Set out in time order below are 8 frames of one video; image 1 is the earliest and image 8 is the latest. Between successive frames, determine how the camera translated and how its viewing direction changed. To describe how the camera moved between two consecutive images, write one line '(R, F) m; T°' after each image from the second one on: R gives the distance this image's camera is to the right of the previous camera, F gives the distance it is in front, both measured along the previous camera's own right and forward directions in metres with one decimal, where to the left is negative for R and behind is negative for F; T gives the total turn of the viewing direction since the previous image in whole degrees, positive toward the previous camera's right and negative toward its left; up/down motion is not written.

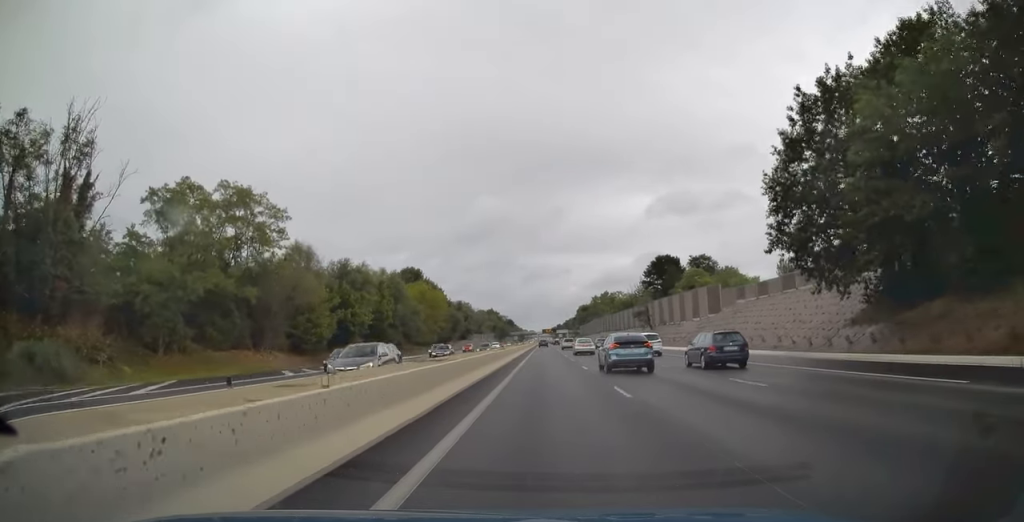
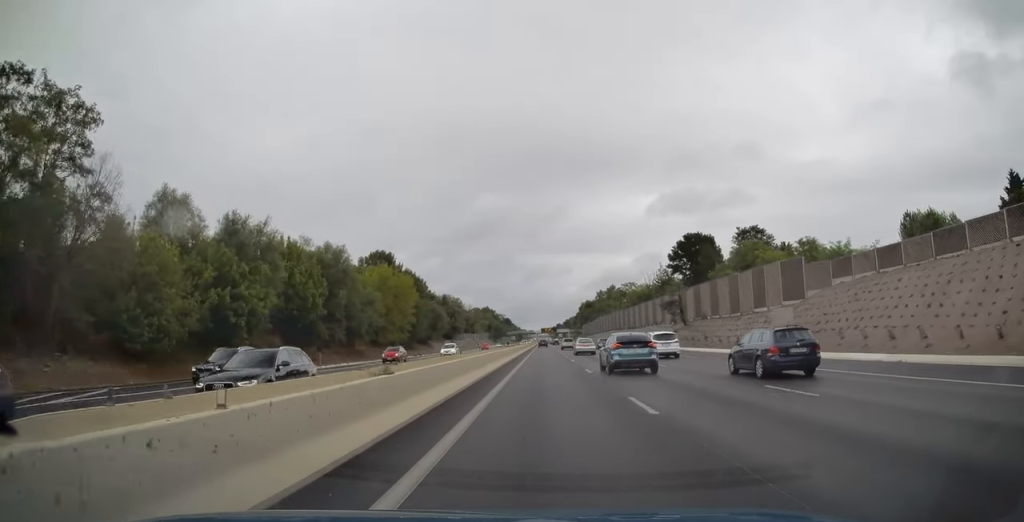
(+0.1, +29.3) m; +1°
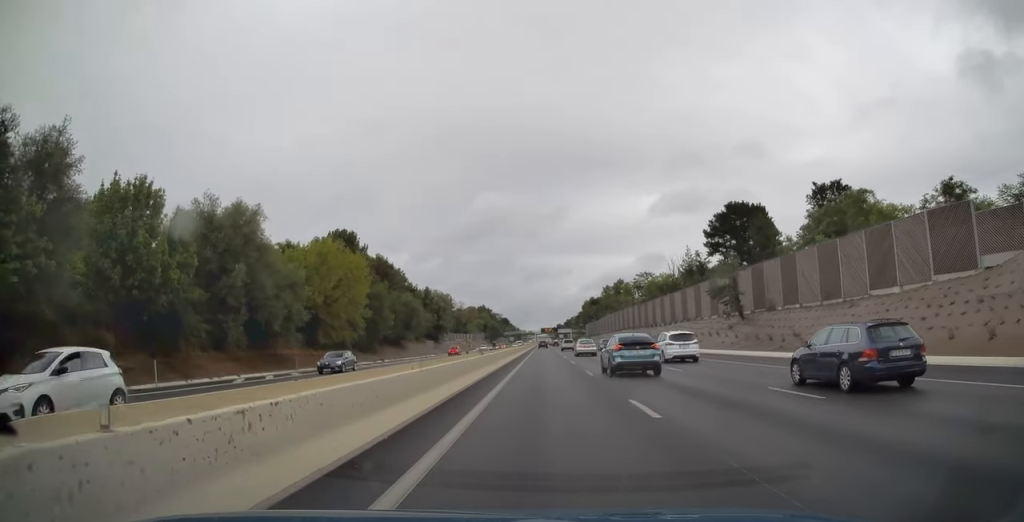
(+0.3, +26.3) m; 0°
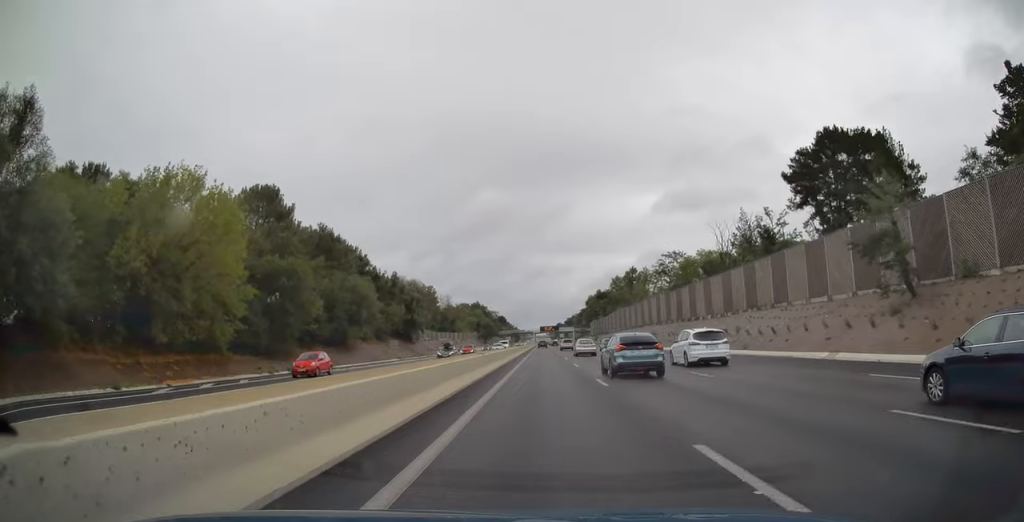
(-0.3, +31.6) m; -1°
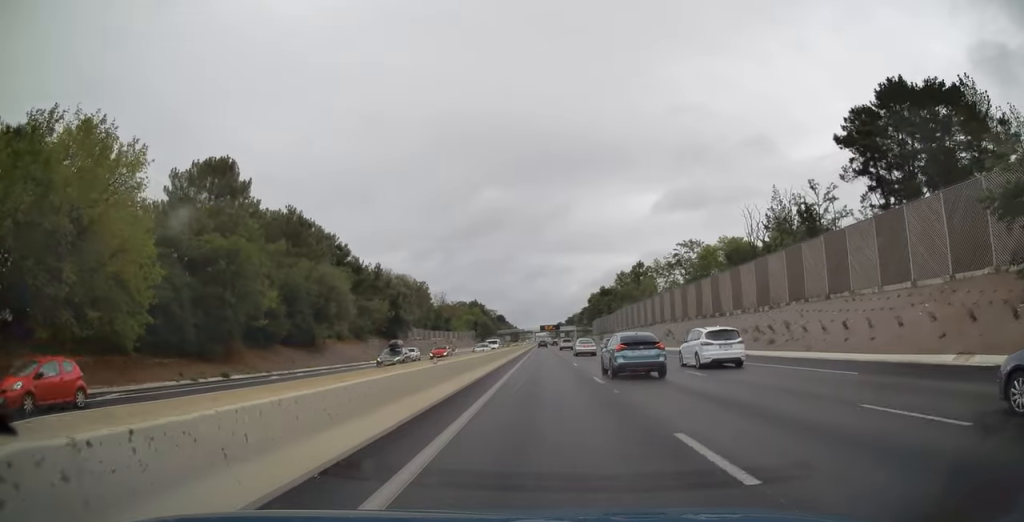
(0.0, +12.0) m; 0°
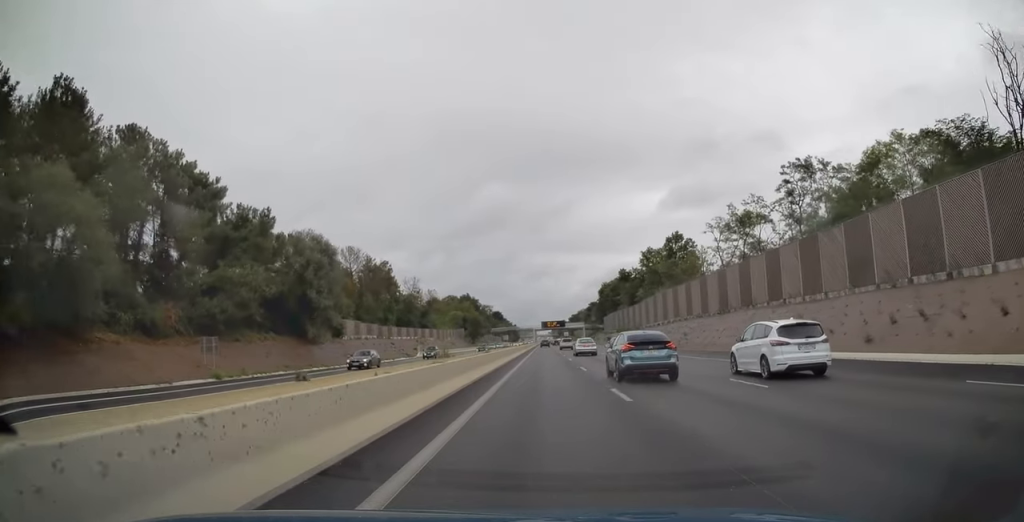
(+0.1, +44.4) m; 0°
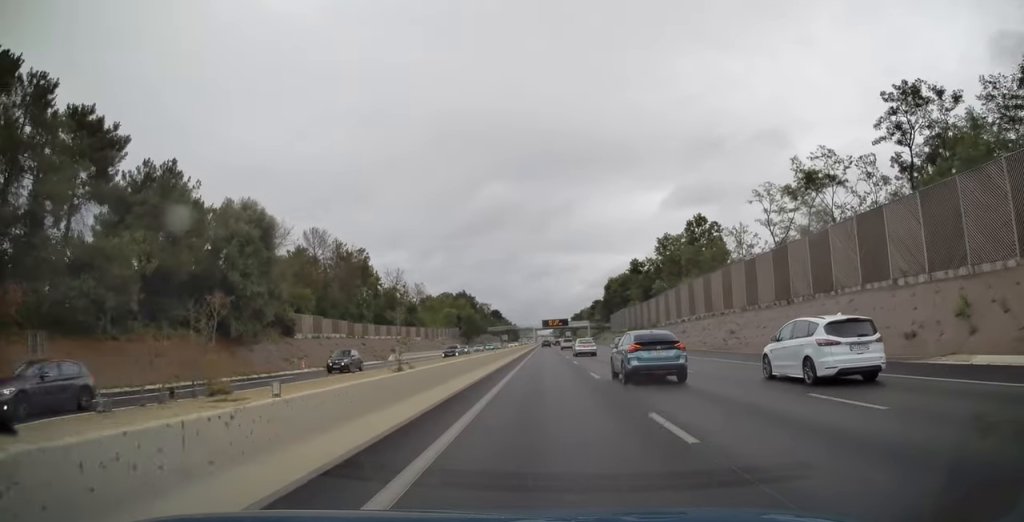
(0.0, +18.2) m; 0°
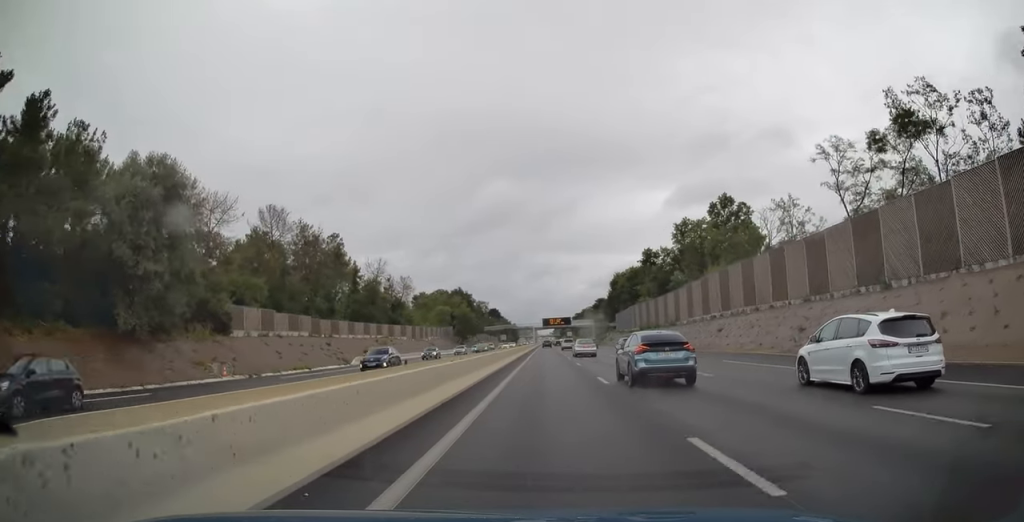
(0.0, +15.6) m; 0°
